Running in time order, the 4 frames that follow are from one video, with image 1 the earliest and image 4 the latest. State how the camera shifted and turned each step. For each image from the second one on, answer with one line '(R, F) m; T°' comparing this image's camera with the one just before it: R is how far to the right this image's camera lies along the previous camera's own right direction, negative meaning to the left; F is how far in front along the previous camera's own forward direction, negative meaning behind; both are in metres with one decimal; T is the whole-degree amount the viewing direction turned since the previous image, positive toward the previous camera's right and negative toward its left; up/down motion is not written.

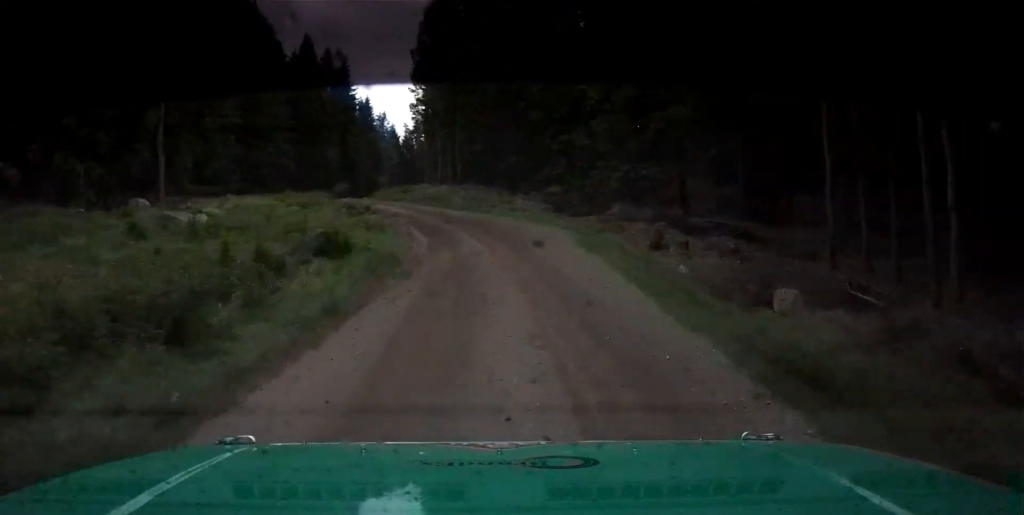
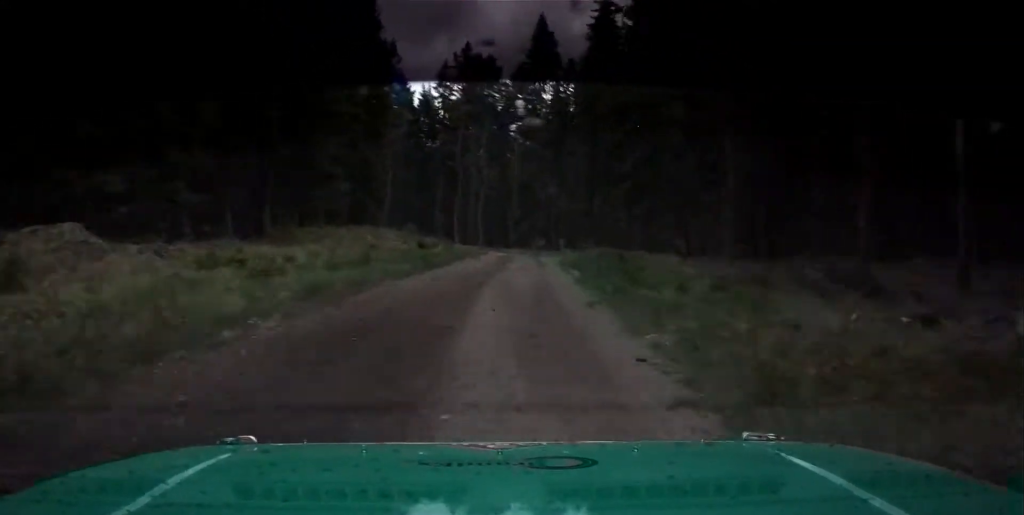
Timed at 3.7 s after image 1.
(-3.3, +94.5) m; +2°
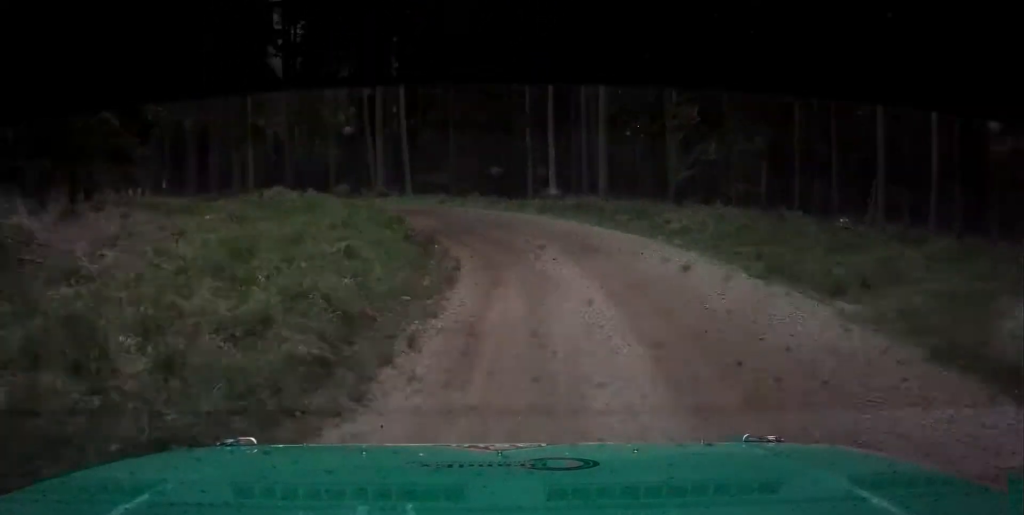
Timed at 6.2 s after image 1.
(+2.9, +57.7) m; -1°
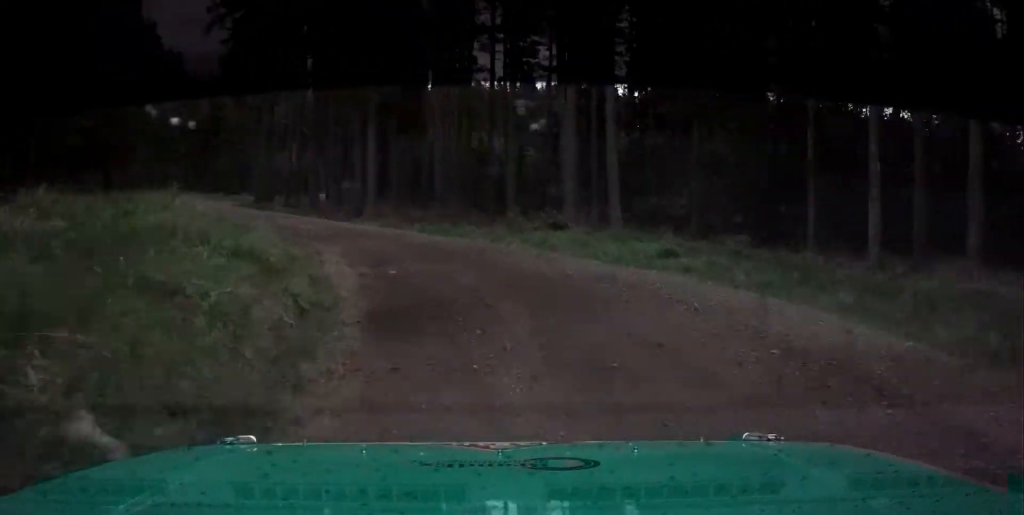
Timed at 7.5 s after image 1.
(-3.3, +29.6) m; -17°
